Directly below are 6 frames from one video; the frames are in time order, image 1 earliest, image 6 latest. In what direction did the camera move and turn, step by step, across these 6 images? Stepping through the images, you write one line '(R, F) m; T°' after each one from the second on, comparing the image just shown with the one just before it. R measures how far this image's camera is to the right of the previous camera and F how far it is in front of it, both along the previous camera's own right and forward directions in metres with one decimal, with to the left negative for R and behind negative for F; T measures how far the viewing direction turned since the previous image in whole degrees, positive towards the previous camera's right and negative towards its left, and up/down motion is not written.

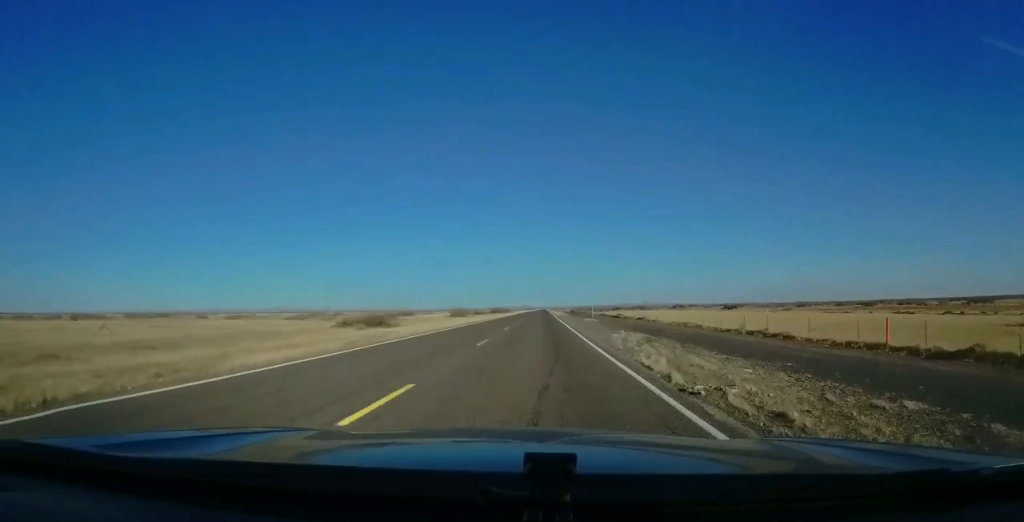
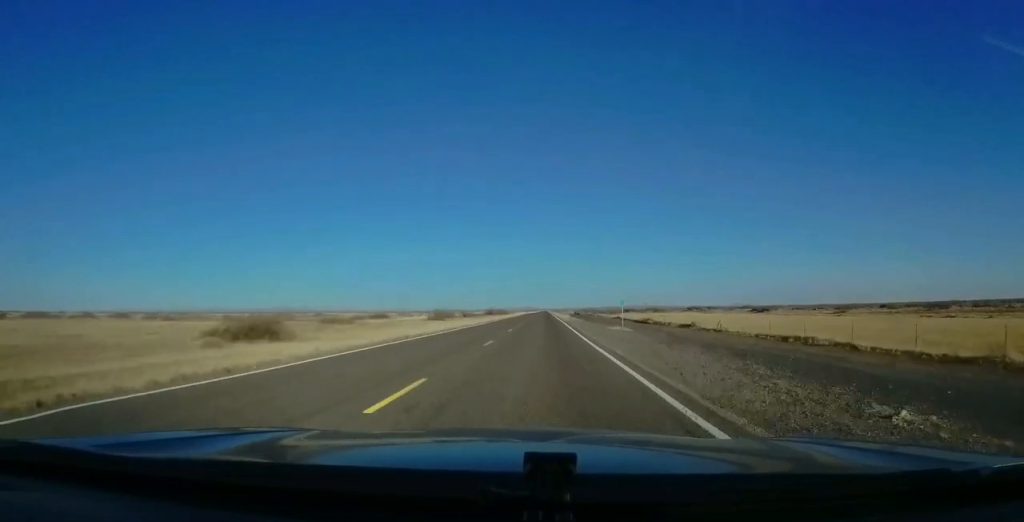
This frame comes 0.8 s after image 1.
(+0.2, +23.8) m; 0°
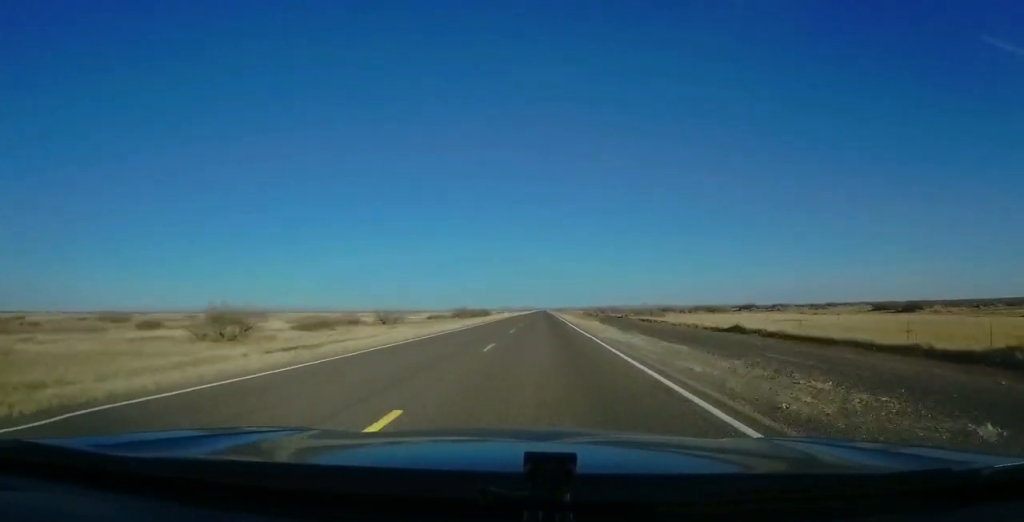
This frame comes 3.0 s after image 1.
(-0.9, +64.0) m; -1°
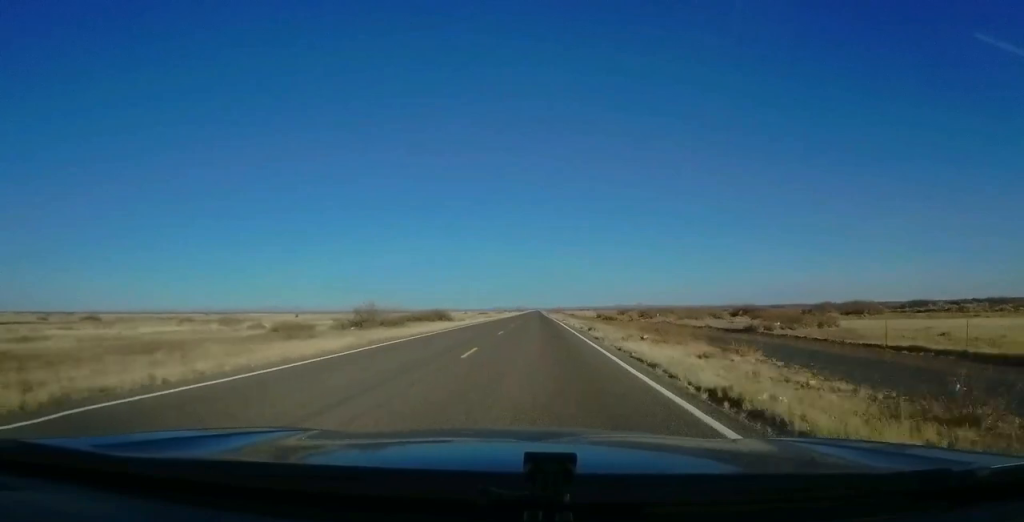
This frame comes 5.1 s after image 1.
(+0.5, +62.4) m; +2°
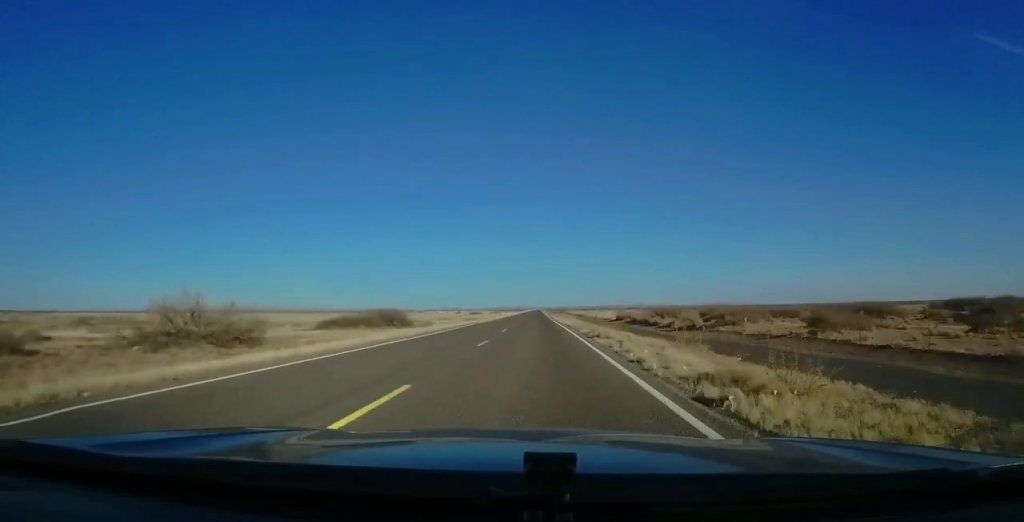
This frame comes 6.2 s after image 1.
(+0.3, +32.2) m; 0°
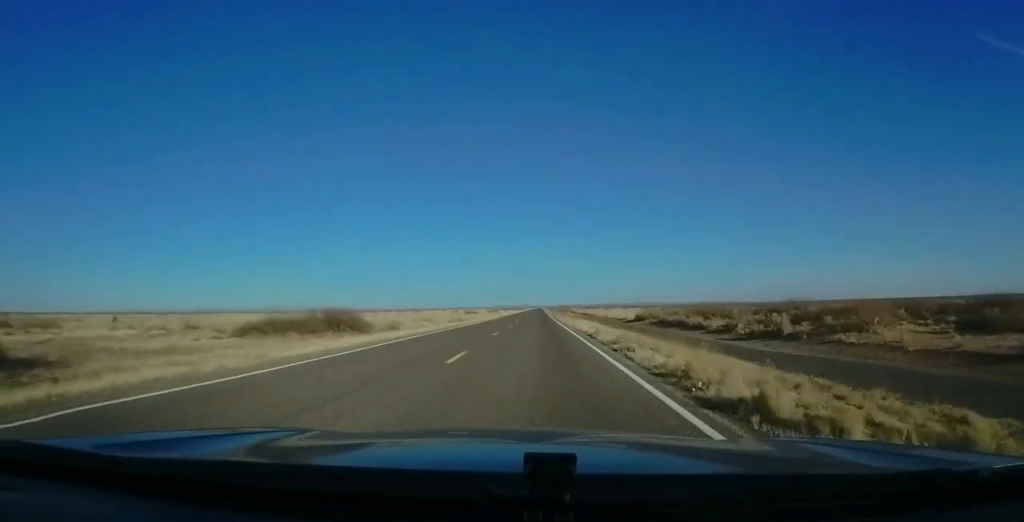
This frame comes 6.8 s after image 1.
(0.0, +17.6) m; -1°
